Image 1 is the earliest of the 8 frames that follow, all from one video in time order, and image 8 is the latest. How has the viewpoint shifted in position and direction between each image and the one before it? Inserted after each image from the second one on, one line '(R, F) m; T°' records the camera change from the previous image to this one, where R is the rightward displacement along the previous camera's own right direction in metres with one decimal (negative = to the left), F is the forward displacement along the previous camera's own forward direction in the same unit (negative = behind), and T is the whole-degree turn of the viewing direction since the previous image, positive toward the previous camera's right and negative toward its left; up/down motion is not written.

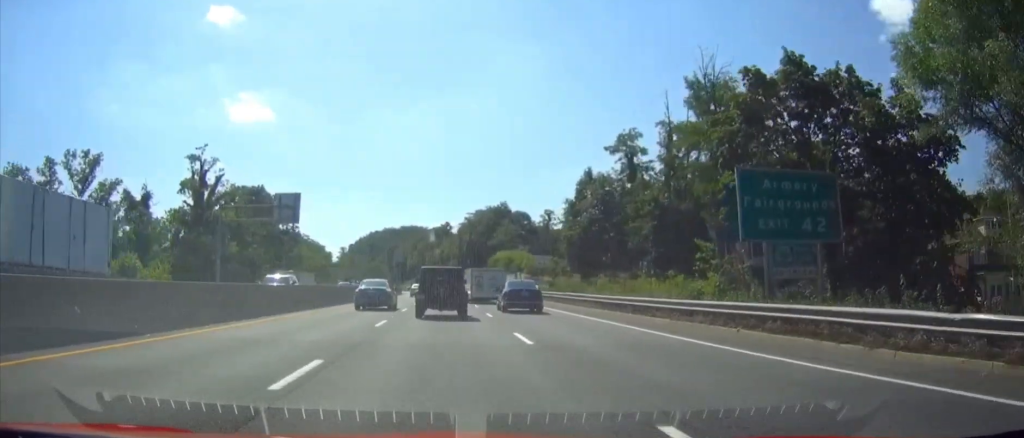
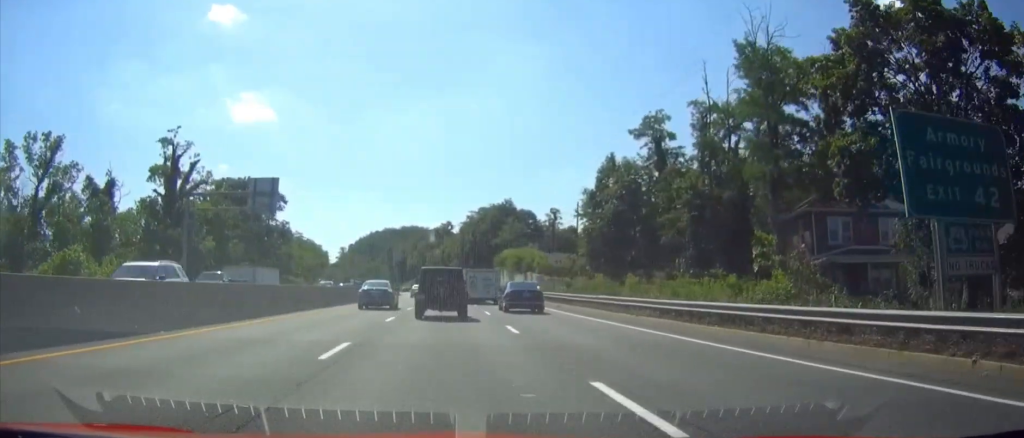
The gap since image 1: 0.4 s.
(0.0, +8.9) m; 0°
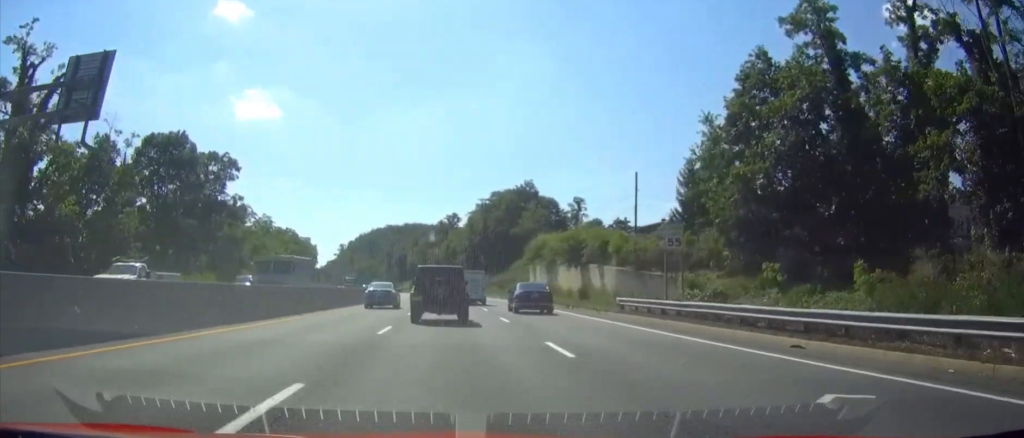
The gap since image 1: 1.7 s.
(0.0, +29.6) m; 0°
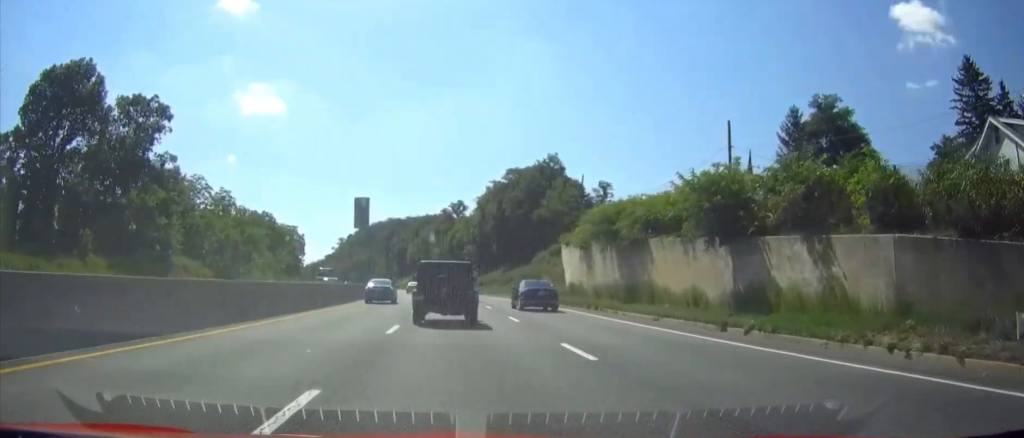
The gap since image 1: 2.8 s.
(-0.1, +24.6) m; -1°
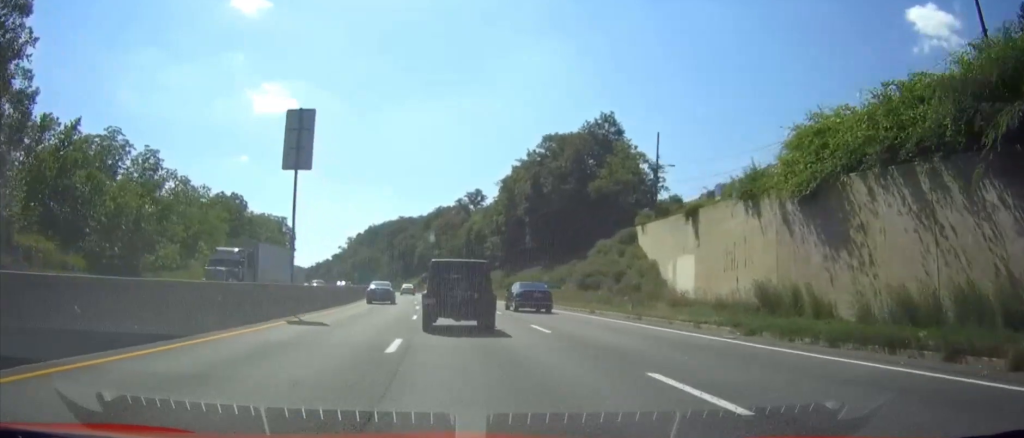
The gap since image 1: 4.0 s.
(-0.3, +28.7) m; -1°
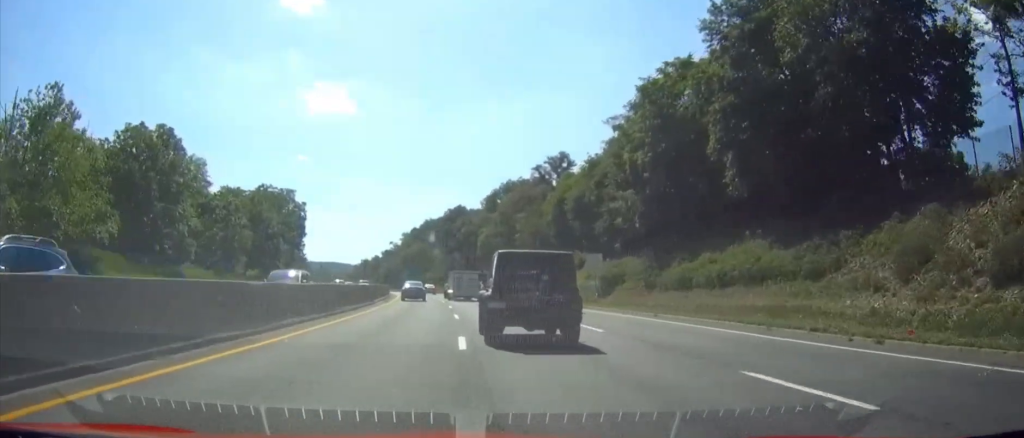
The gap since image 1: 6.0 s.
(-1.8, +47.9) m; -5°
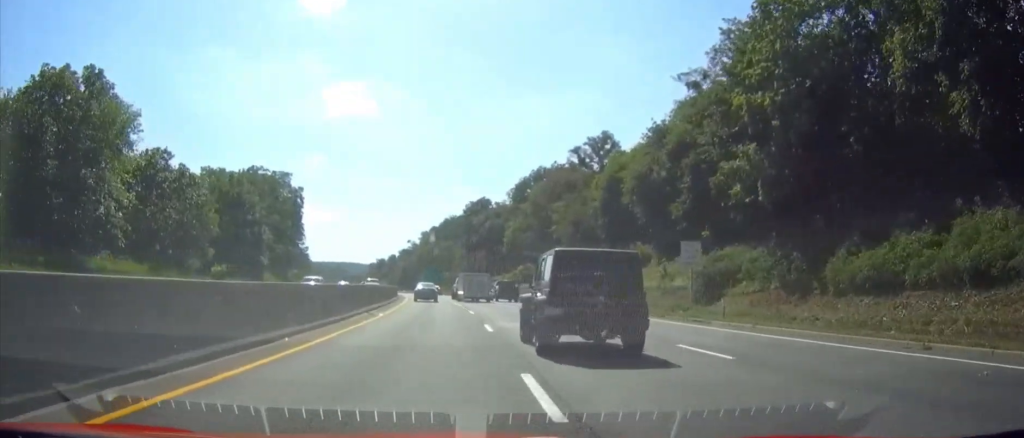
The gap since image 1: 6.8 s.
(-0.3, +18.4) m; -1°
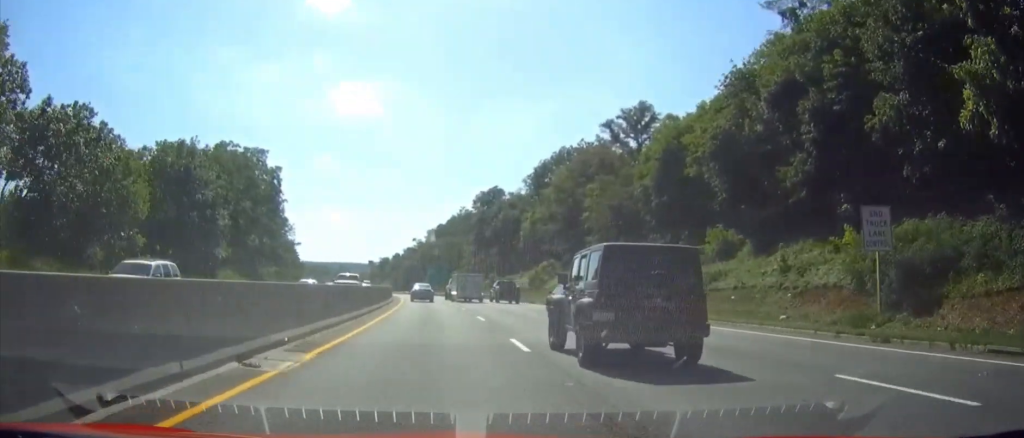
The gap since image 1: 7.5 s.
(0.0, +17.7) m; -1°
